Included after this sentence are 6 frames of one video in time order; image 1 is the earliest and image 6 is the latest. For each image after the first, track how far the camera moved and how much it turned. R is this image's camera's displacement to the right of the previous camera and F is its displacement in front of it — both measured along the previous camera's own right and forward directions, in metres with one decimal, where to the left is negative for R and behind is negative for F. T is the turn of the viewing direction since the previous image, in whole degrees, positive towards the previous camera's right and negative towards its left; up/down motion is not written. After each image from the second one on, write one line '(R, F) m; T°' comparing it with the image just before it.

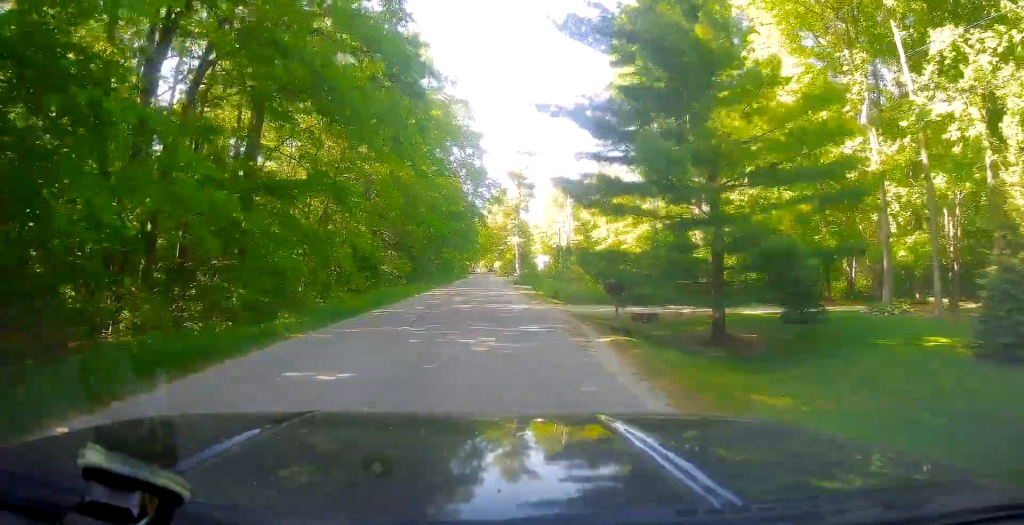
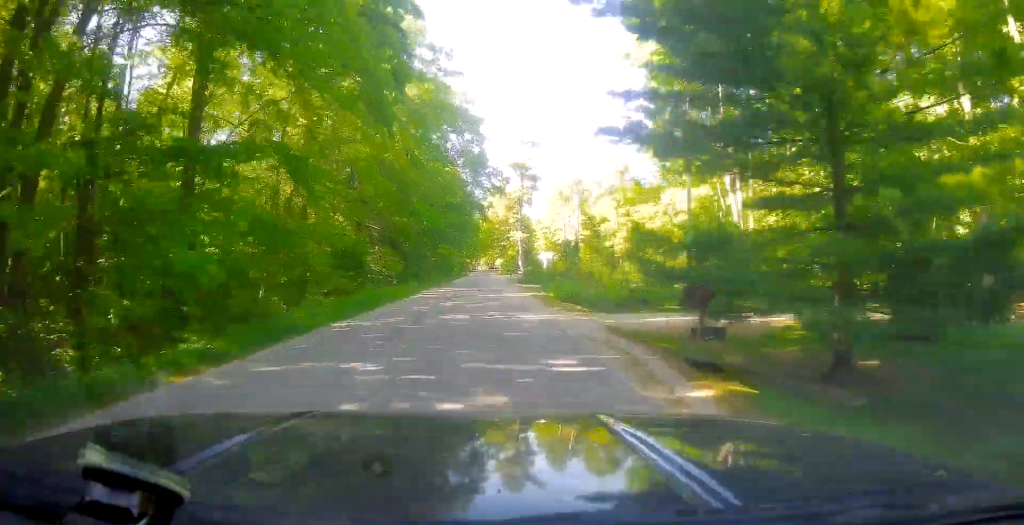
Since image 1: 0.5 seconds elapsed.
(+0.3, +6.7) m; +1°
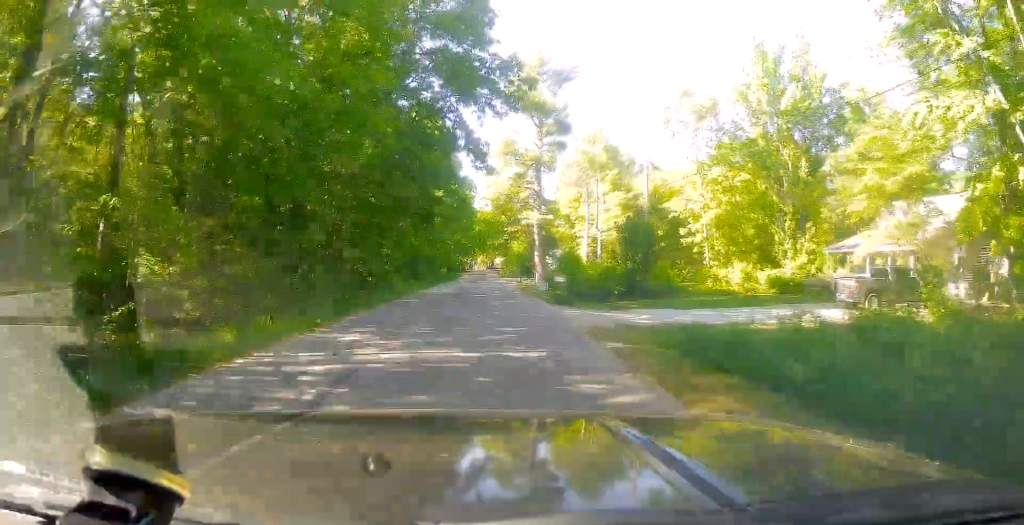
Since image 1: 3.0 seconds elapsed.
(+0.7, +34.9) m; +1°
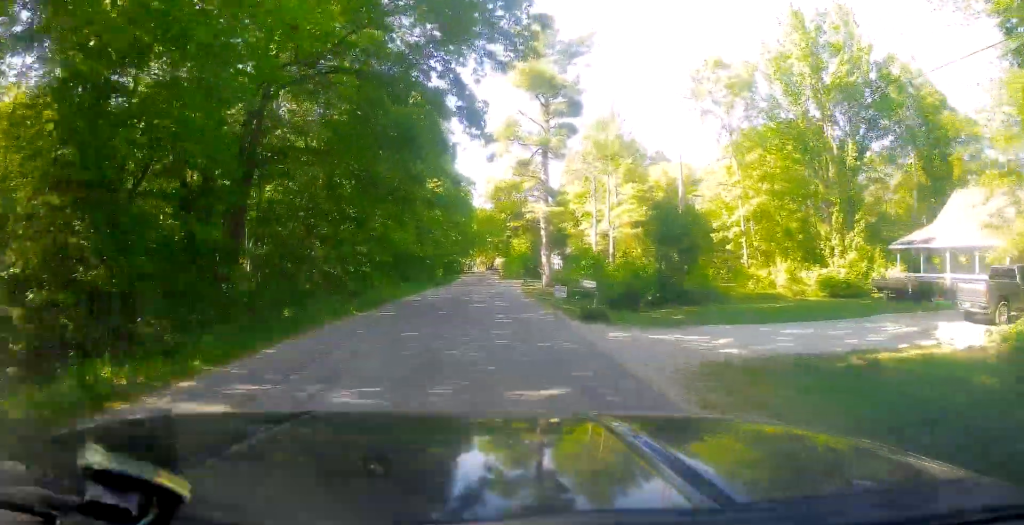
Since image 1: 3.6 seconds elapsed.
(0.0, +8.0) m; 0°
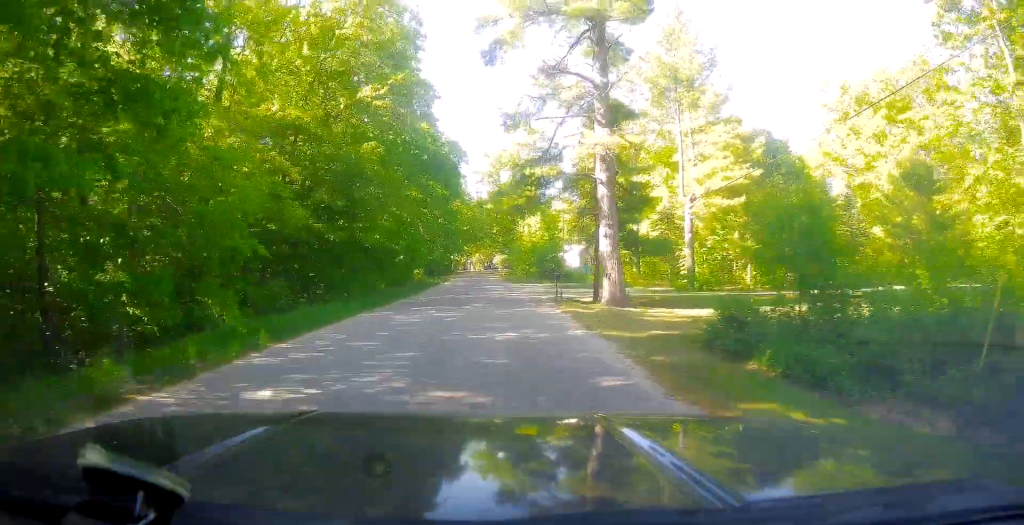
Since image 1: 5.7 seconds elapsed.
(0.0, +27.4) m; 0°
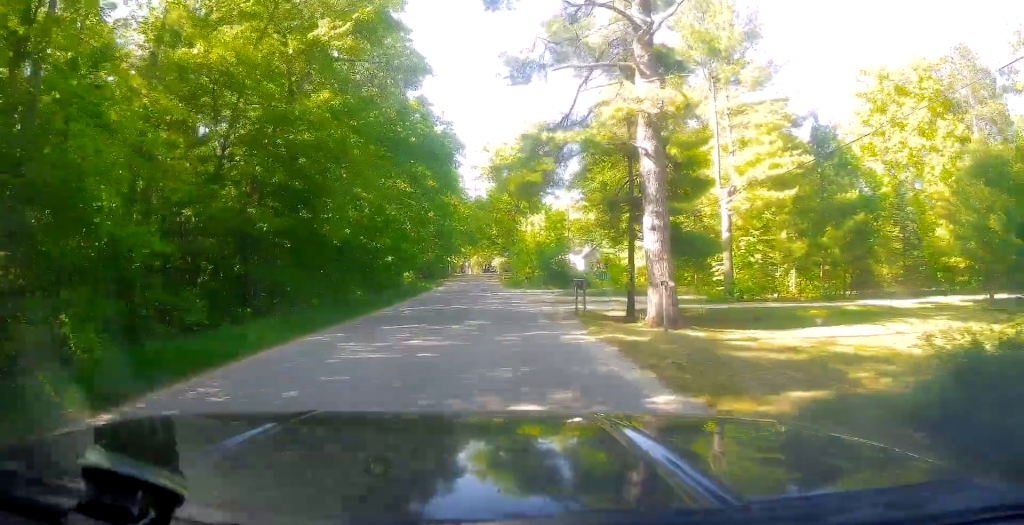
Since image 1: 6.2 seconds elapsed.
(0.0, +7.2) m; 0°
